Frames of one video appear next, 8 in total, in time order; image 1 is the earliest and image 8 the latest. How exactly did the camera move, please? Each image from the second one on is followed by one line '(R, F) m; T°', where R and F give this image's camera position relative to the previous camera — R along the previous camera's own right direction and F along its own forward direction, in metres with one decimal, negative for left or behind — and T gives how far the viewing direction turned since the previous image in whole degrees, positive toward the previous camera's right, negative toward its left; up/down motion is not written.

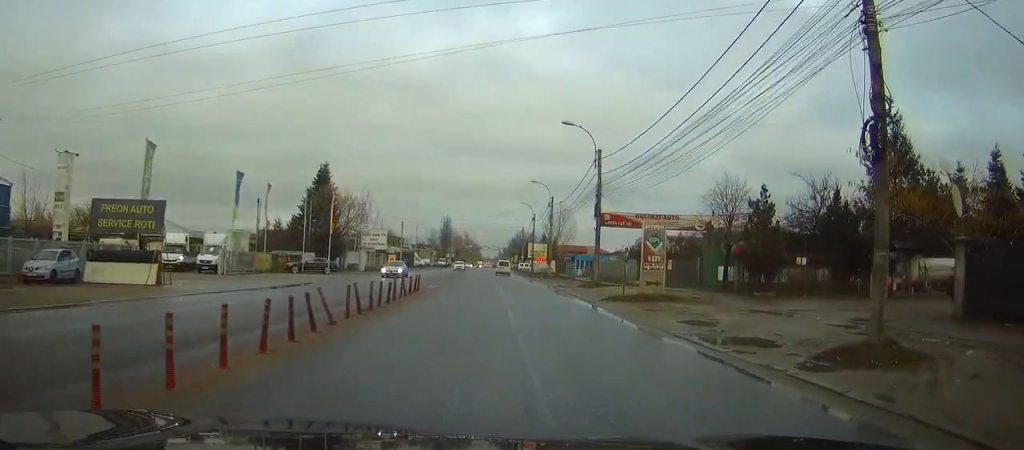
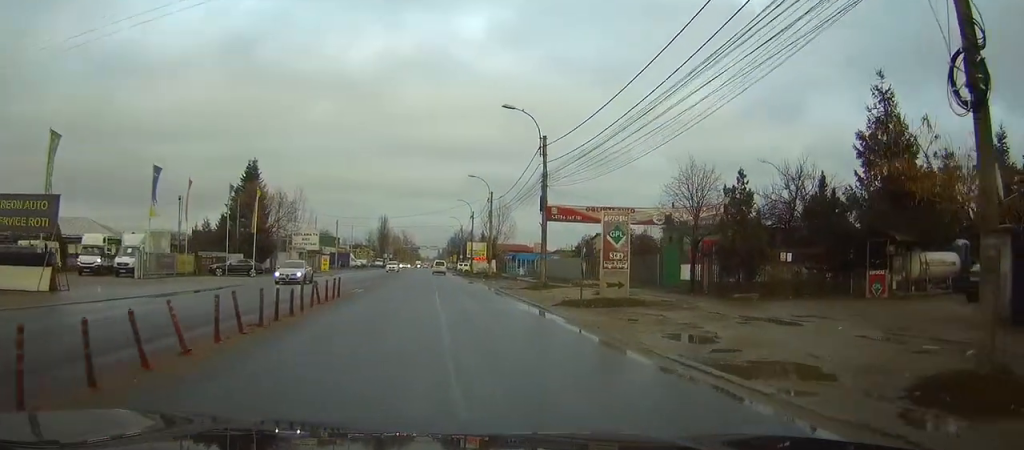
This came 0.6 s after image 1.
(+0.4, +4.0) m; +3°
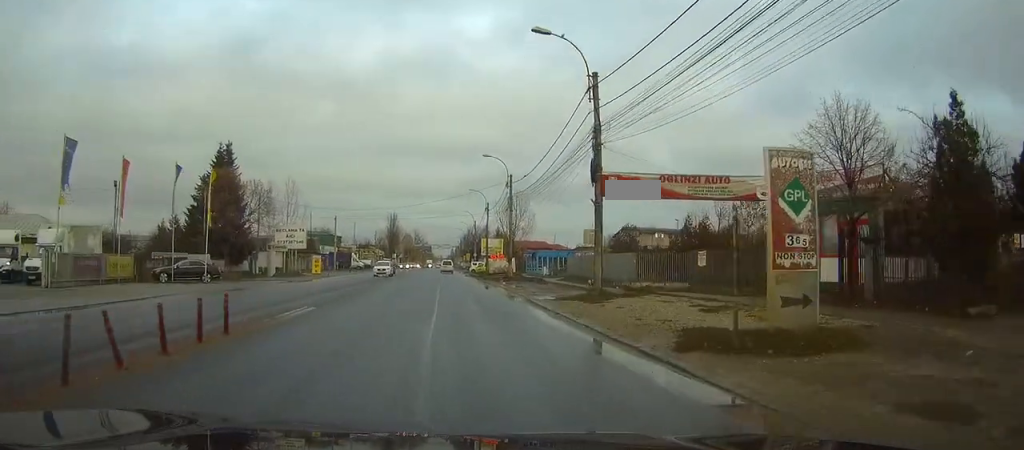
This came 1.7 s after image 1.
(+0.3, +11.5) m; +2°
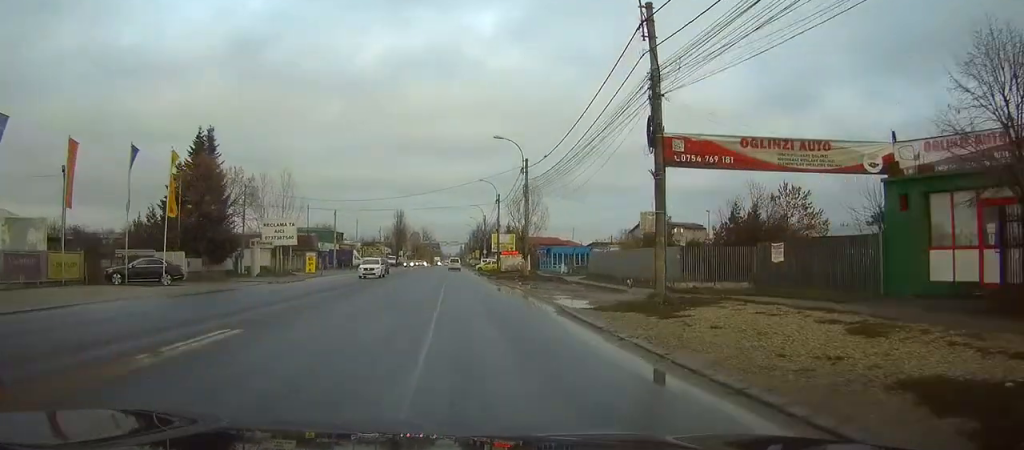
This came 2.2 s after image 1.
(0.0, +7.0) m; 0°
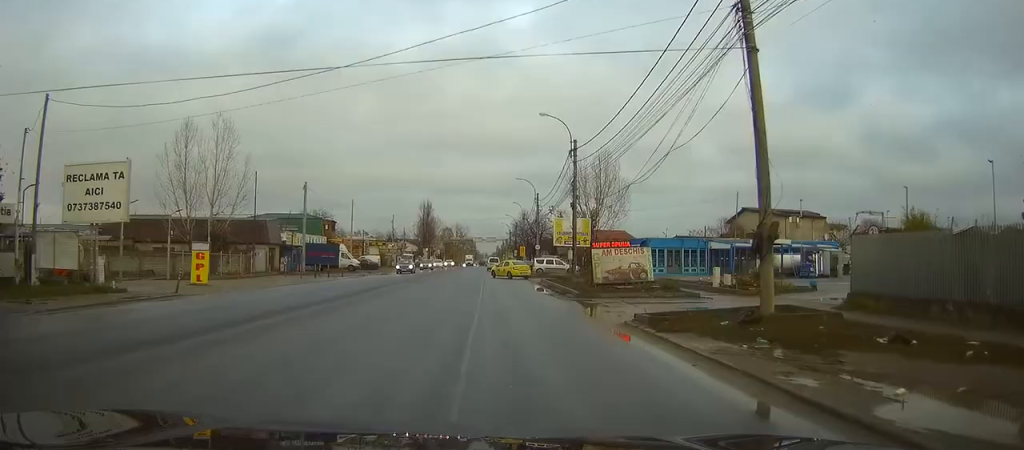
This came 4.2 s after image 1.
(-0.7, +36.8) m; -2°
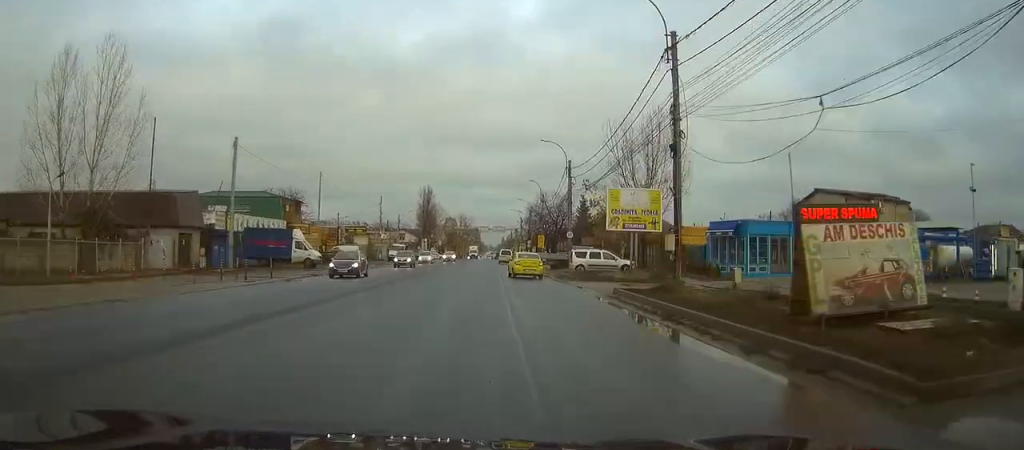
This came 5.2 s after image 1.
(-0.1, +20.8) m; -1°
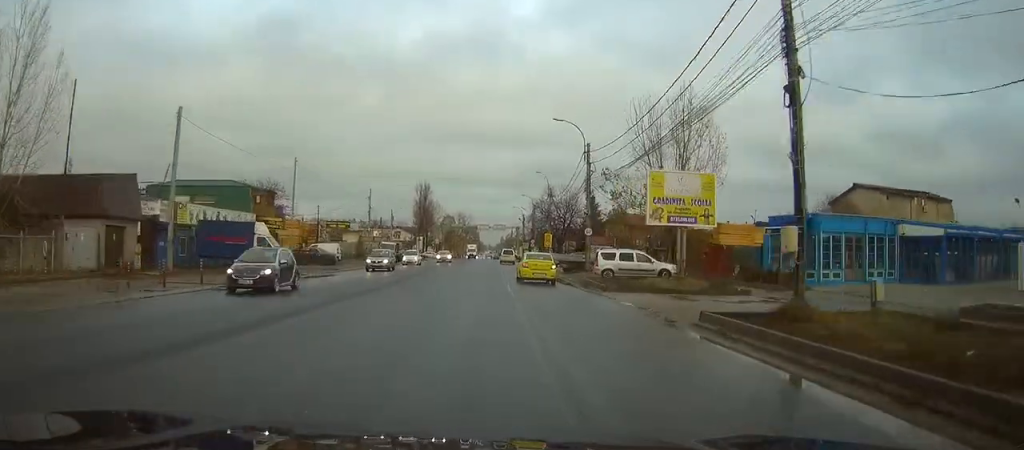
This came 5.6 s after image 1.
(0.0, +9.7) m; 0°
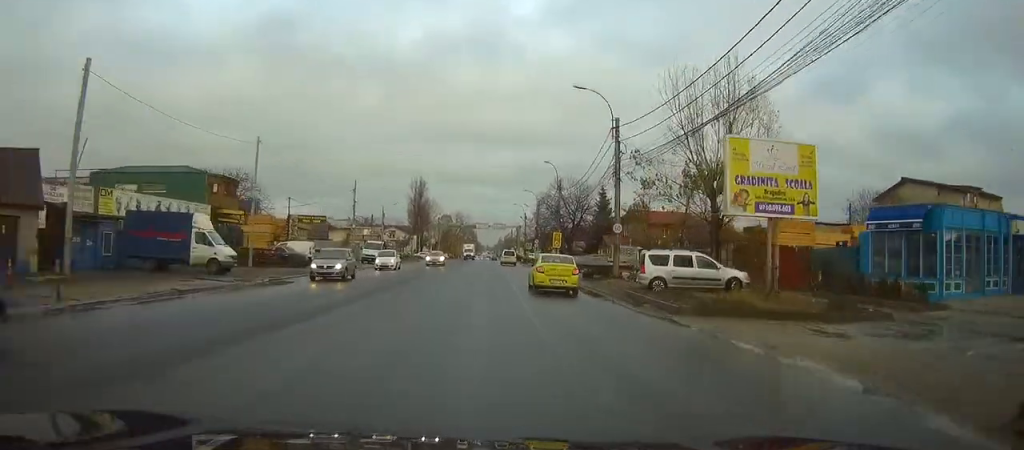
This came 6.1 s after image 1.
(0.0, +10.4) m; 0°
